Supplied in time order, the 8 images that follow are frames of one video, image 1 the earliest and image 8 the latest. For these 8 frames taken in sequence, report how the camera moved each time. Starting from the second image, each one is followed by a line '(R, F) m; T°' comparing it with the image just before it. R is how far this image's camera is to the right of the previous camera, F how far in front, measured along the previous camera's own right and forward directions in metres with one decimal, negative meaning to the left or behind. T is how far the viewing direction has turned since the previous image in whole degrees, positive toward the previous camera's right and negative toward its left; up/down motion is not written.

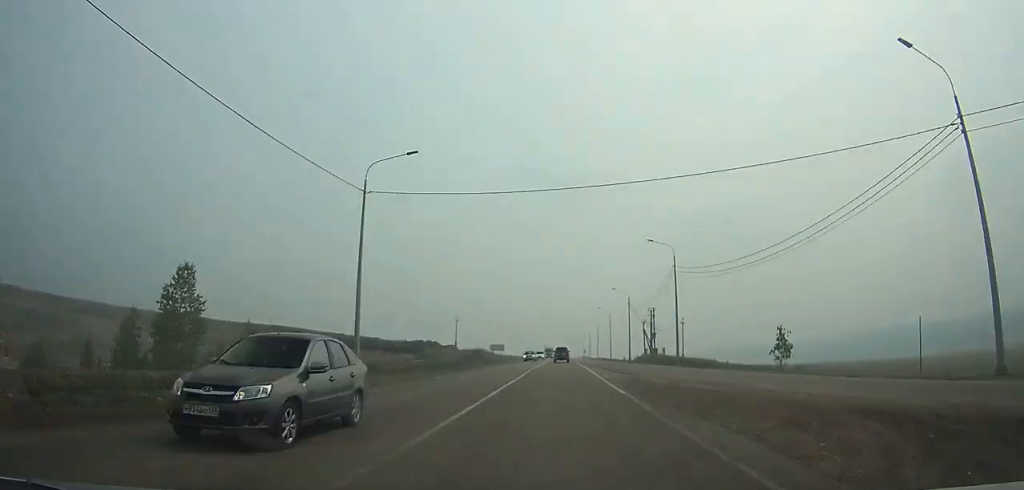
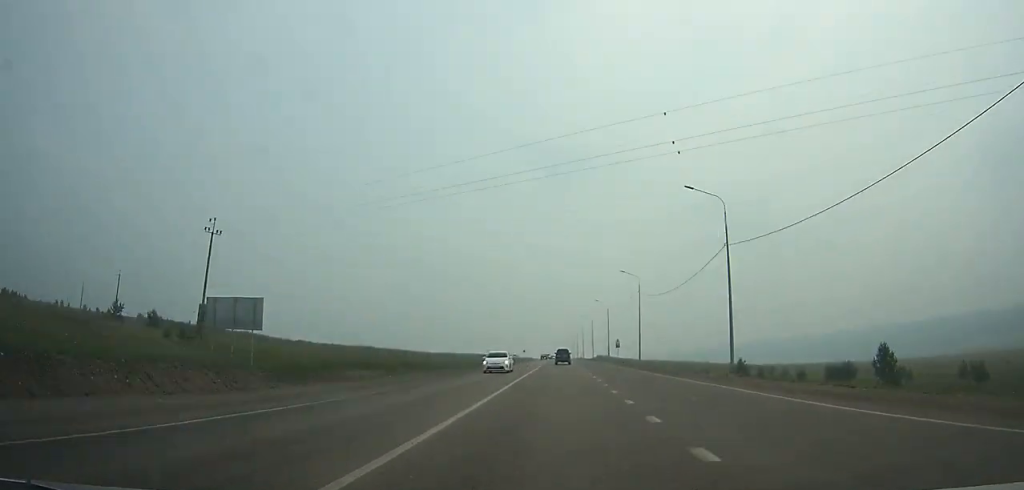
(+0.1, +136.6) m; 0°
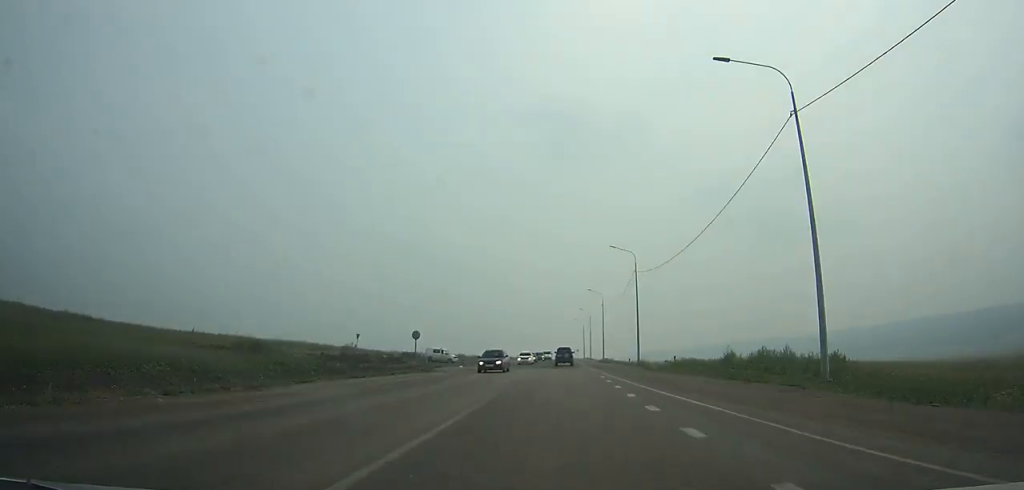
(-0.1, +139.2) m; 0°
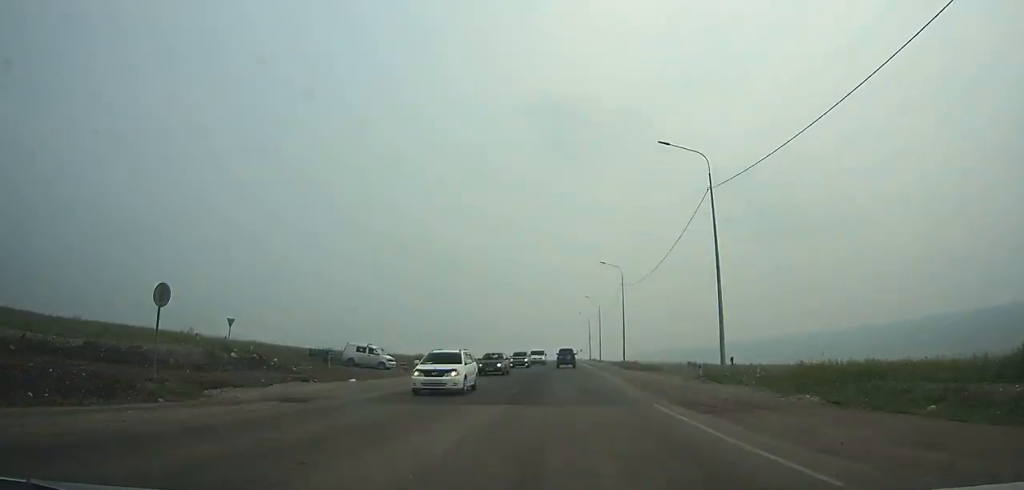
(0.0, +30.4) m; 0°
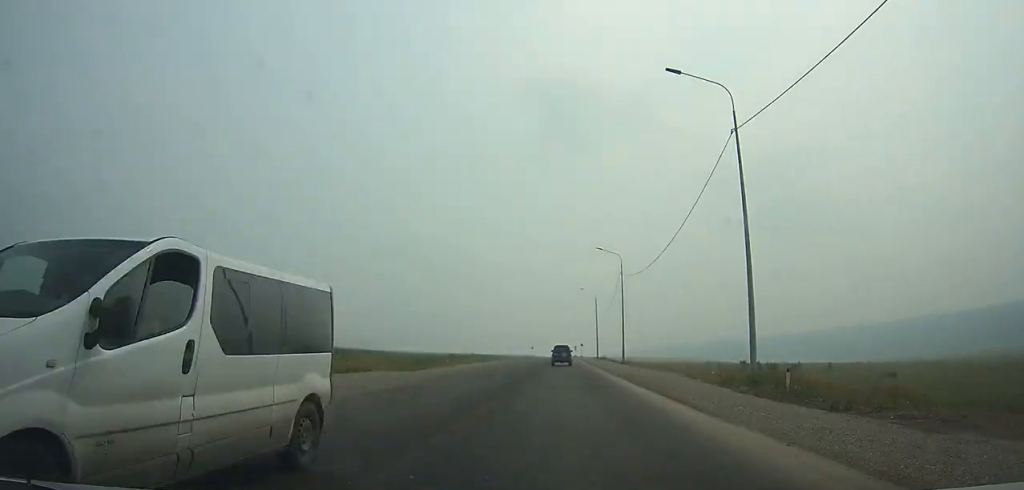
(0.0, +49.9) m; 0°
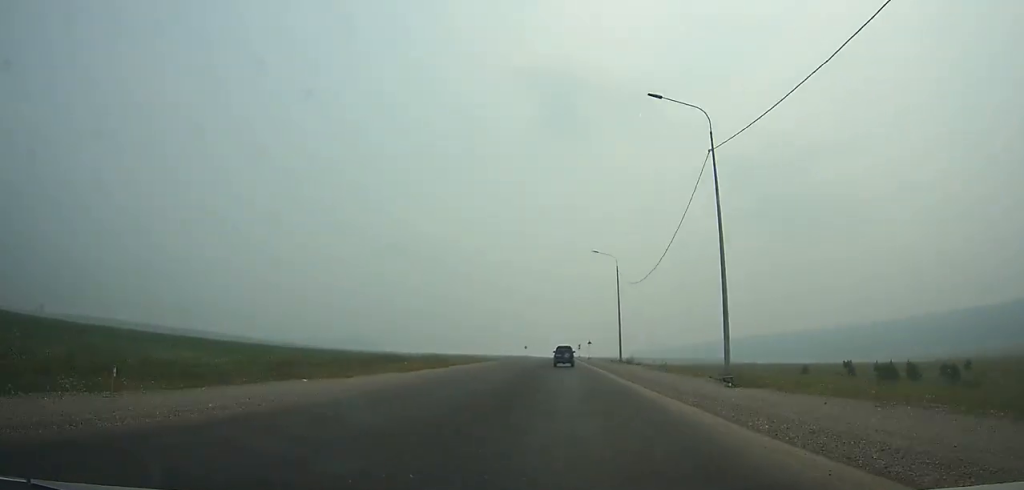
(0.0, +39.0) m; 0°
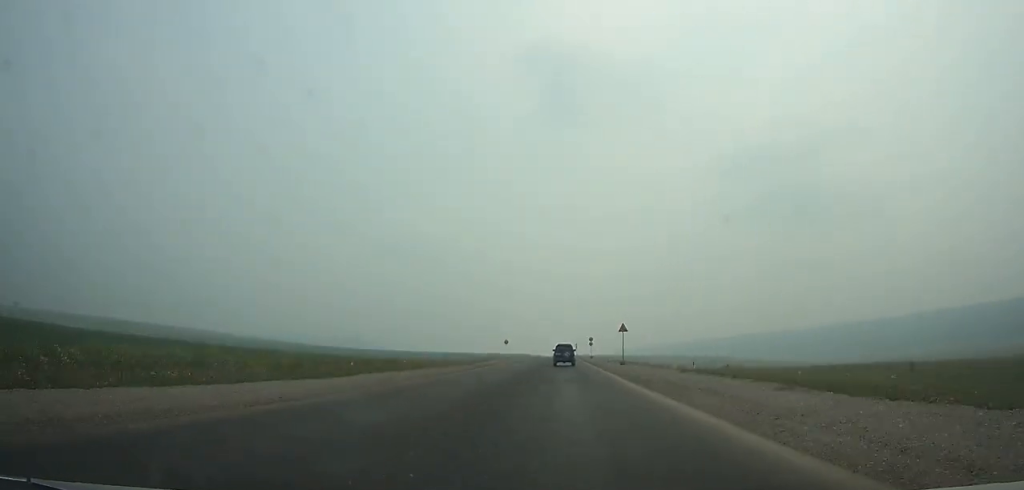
(0.0, +59.3) m; 0°
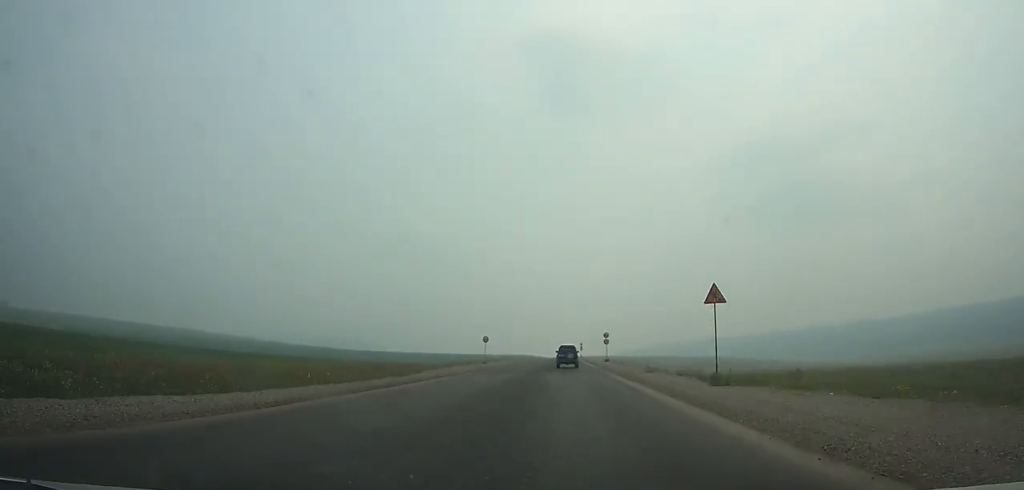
(0.0, +30.1) m; 0°
